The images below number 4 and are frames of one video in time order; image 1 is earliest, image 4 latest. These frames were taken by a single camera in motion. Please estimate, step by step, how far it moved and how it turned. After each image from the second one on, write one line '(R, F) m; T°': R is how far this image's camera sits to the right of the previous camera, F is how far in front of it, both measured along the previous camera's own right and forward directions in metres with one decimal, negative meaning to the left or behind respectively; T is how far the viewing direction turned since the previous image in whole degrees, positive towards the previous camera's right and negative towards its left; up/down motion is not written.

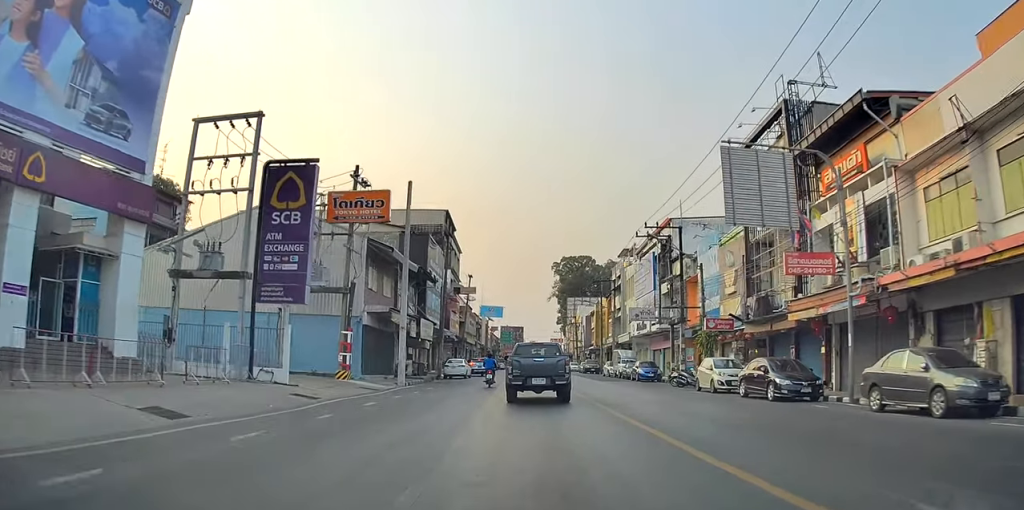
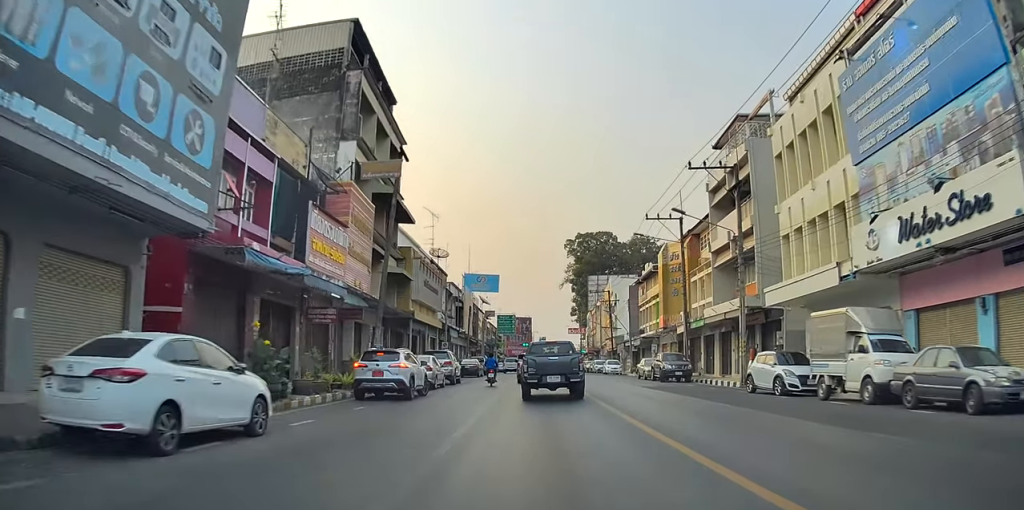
(+0.5, +39.7) m; +1°
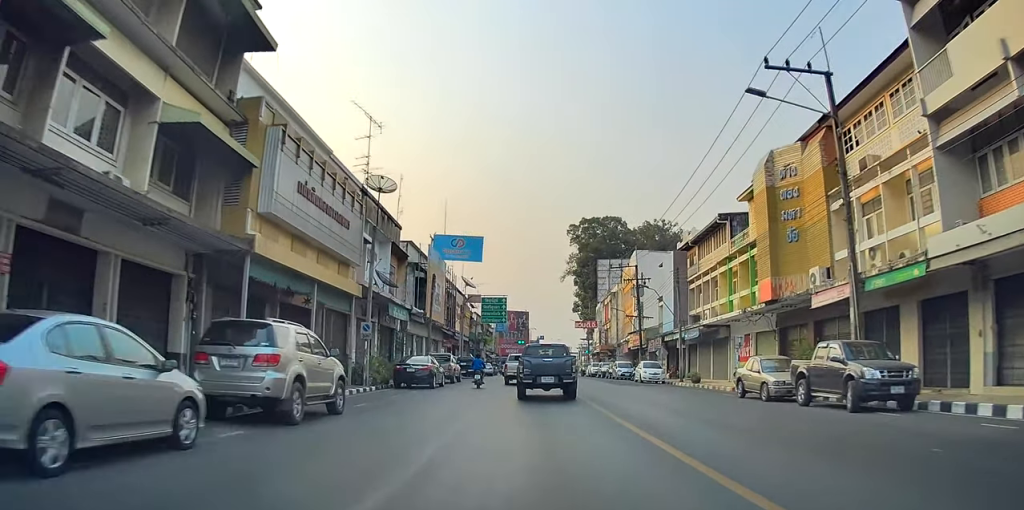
(-1.1, +22.7) m; -1°
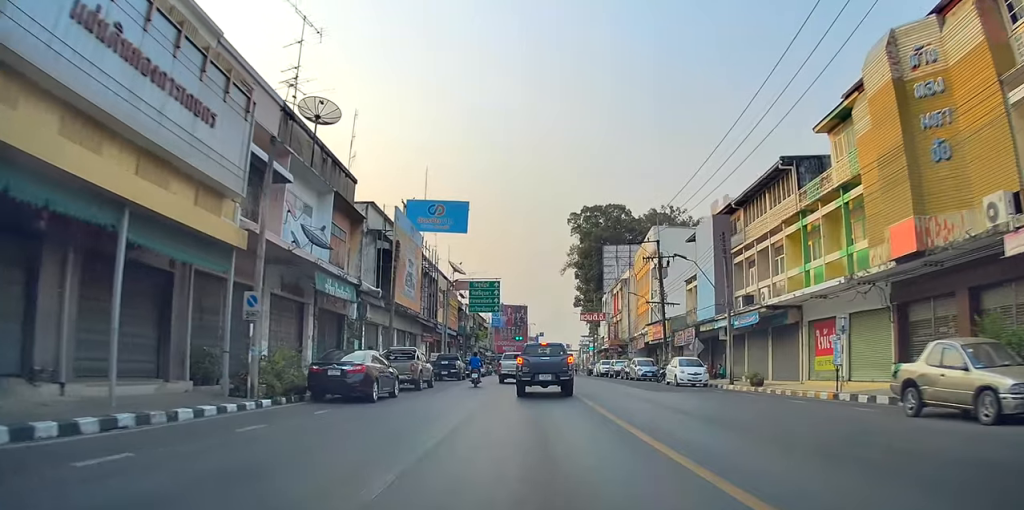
(+0.7, +11.1) m; +1°
